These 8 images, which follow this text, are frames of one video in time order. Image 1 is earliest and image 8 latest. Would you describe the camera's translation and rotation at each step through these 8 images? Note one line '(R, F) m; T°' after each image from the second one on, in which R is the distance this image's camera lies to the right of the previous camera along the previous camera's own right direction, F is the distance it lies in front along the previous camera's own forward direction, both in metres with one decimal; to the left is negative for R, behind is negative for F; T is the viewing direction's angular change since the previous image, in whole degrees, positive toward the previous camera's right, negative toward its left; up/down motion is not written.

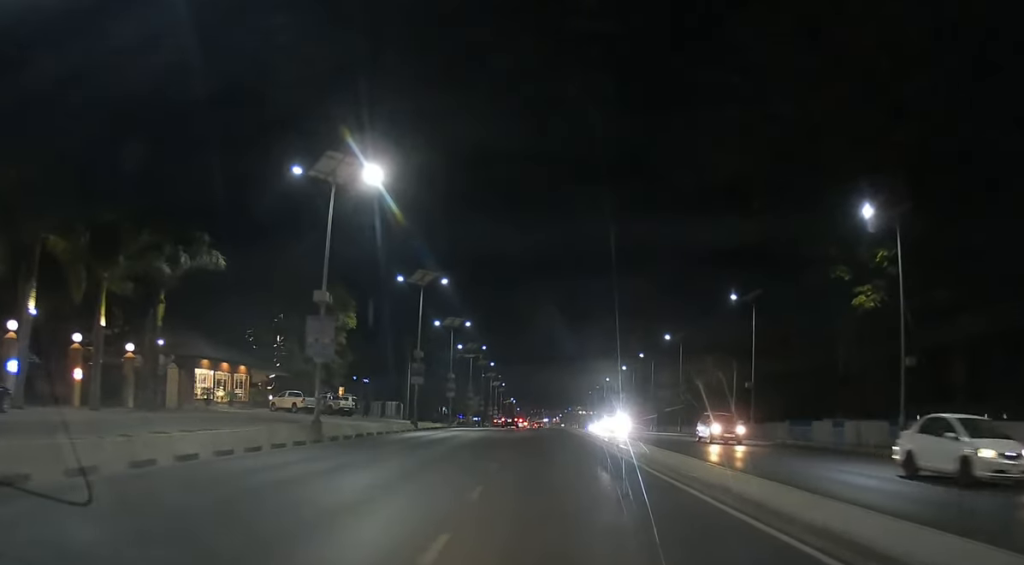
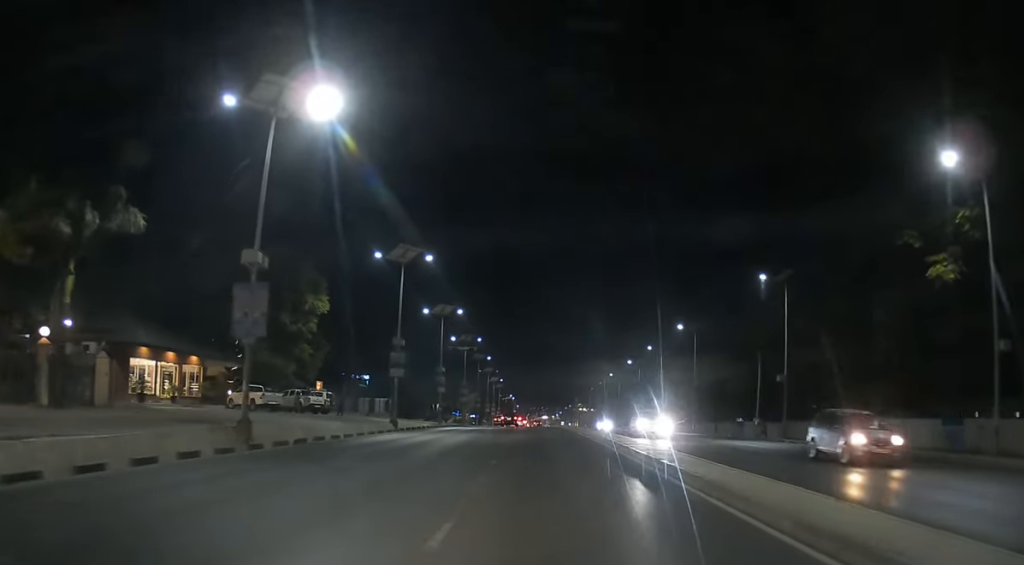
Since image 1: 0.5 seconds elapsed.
(+0.1, +8.3) m; 0°
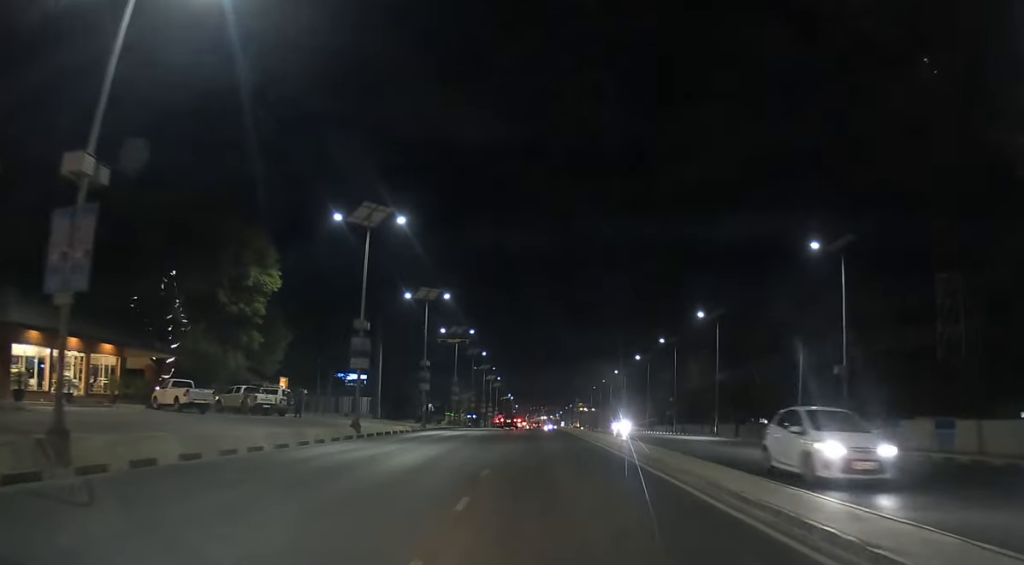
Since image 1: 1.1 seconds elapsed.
(0.0, +10.5) m; 0°
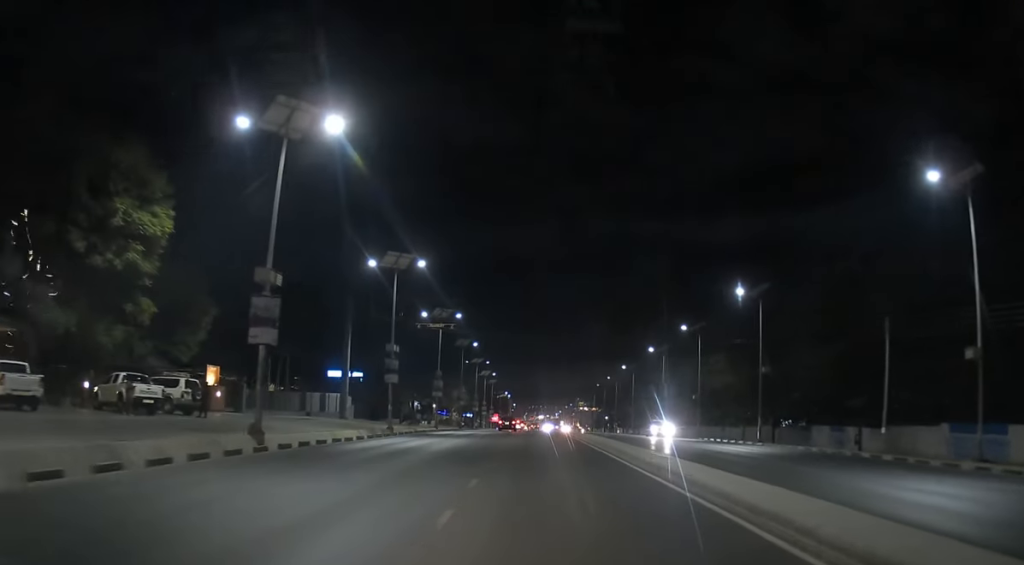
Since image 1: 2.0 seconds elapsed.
(-0.2, +14.3) m; 0°
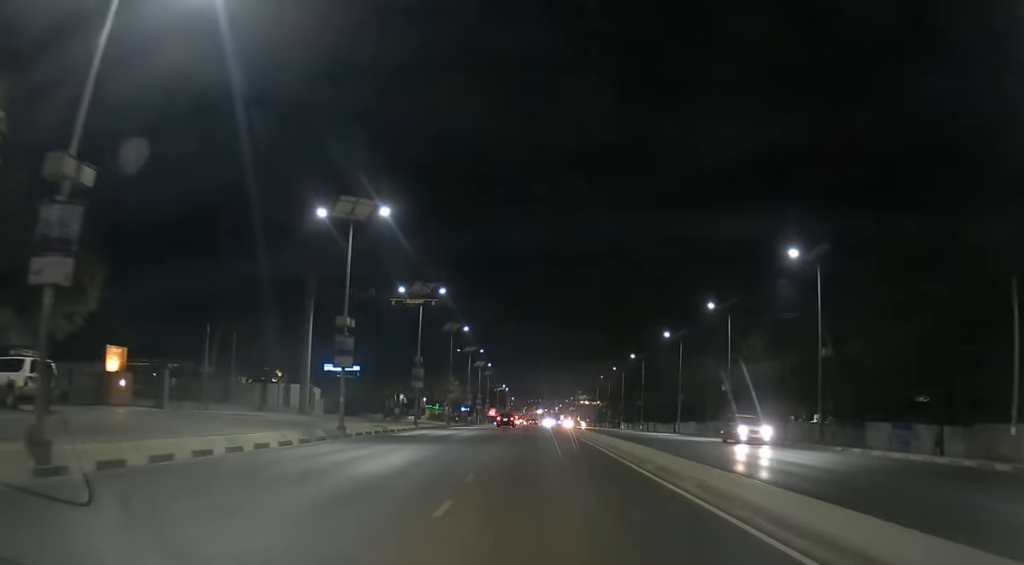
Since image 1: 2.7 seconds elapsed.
(+0.2, +12.6) m; 0°
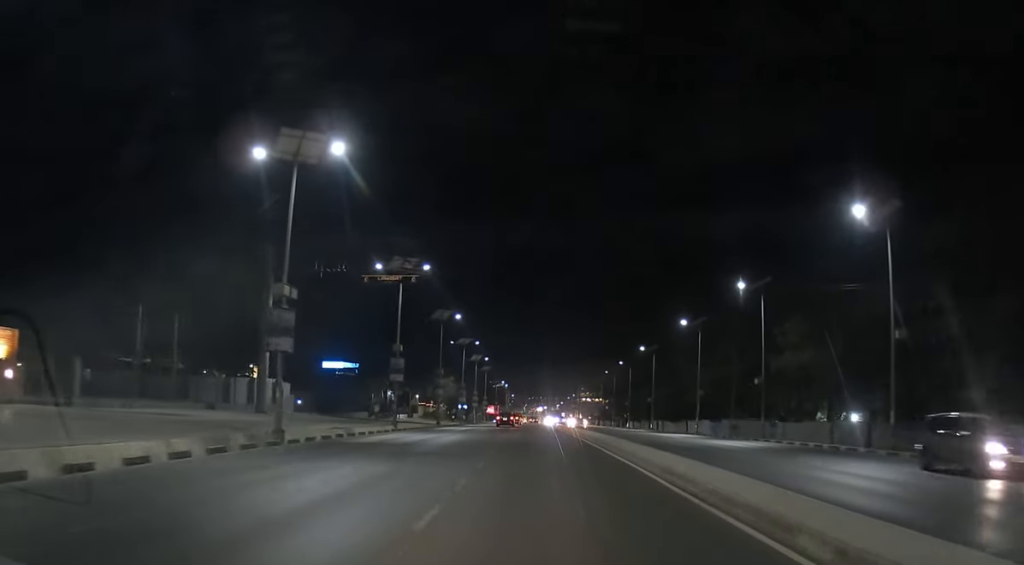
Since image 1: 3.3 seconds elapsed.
(0.0, +9.7) m; 0°
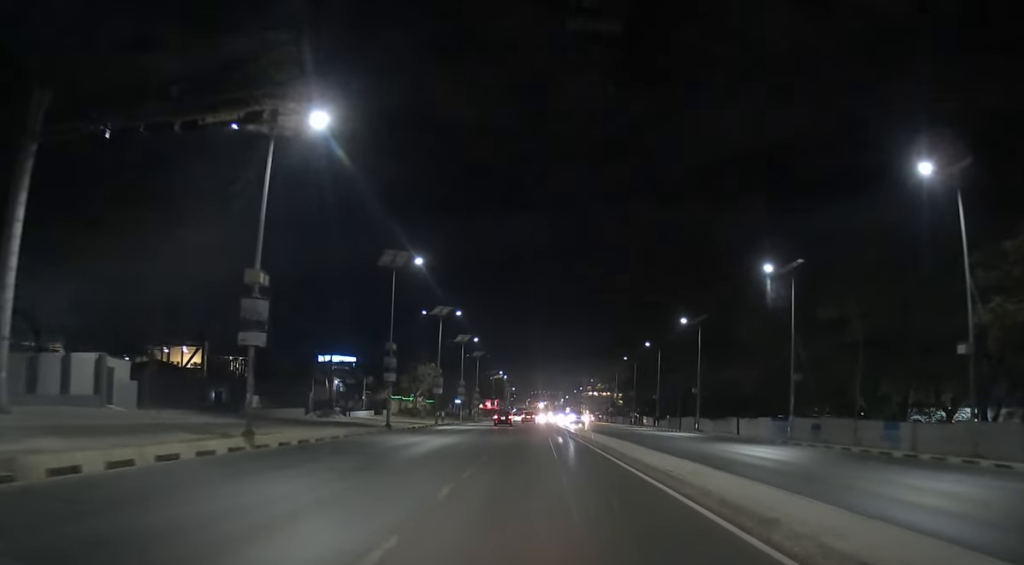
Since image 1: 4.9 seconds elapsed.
(0.0, +28.1) m; 0°
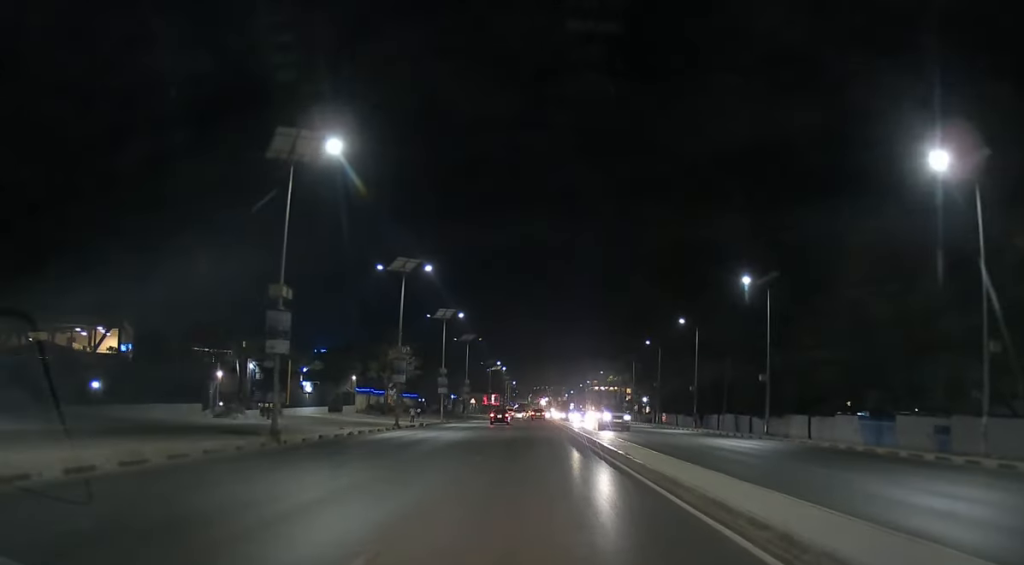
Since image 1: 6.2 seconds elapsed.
(-0.2, +22.9) m; -1°
